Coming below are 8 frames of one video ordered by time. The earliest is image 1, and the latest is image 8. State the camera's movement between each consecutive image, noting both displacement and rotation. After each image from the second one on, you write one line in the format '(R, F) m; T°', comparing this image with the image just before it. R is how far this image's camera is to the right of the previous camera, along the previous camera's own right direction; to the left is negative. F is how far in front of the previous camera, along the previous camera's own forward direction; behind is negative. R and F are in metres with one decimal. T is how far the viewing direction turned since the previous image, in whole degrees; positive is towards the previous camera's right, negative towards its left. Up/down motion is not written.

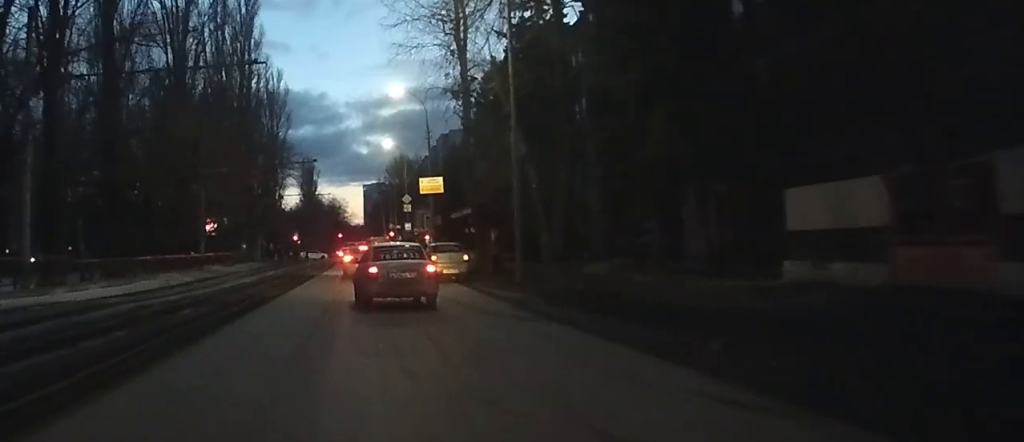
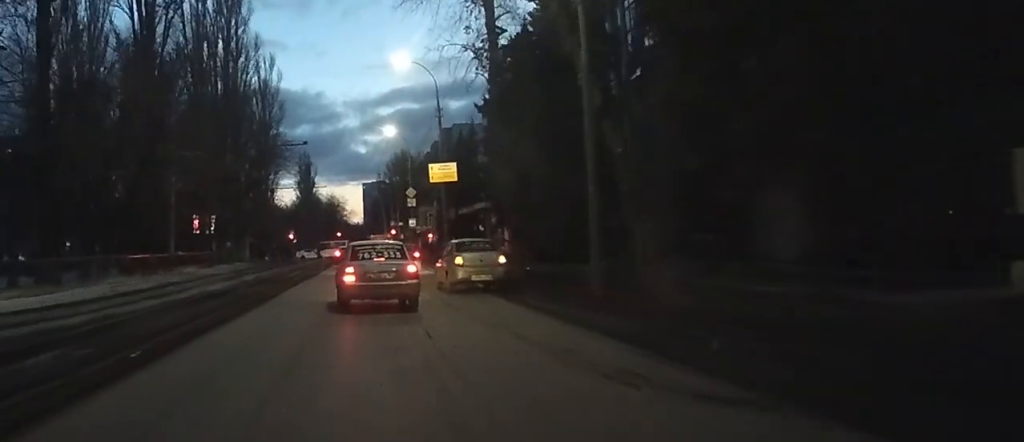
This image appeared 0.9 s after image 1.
(+0.1, +9.0) m; 0°
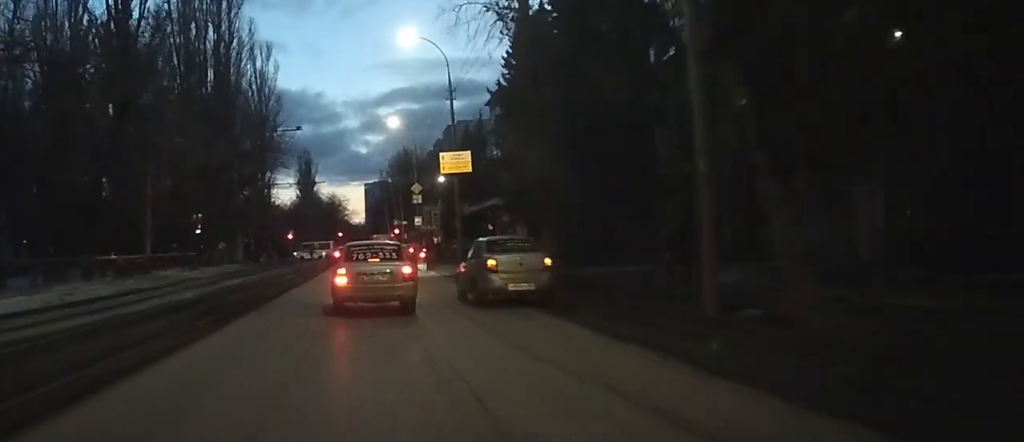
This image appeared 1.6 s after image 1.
(0.0, +6.0) m; -1°
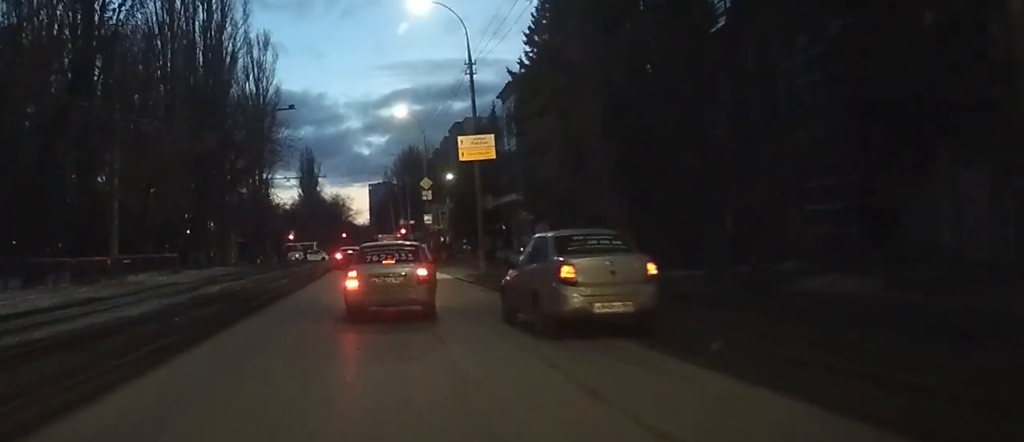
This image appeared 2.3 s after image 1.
(-0.1, +6.9) m; 0°
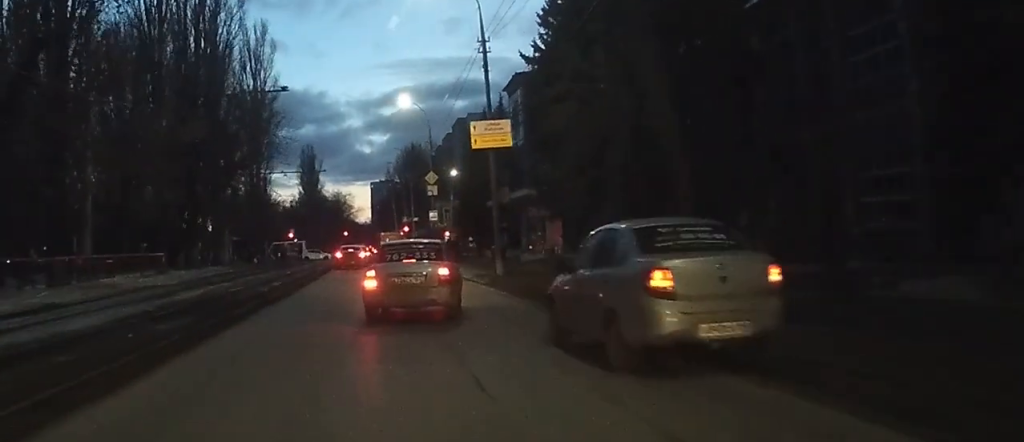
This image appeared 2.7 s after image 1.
(0.0, +3.9) m; +1°
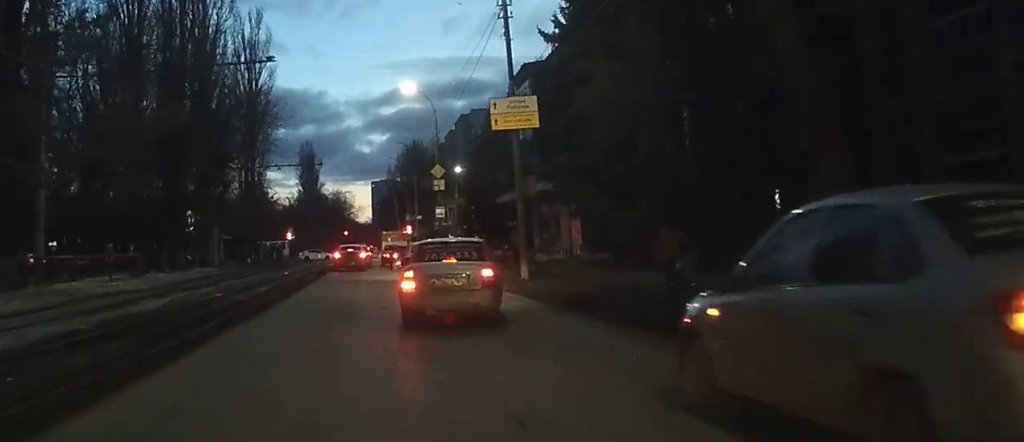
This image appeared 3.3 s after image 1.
(0.0, +5.3) m; +1°
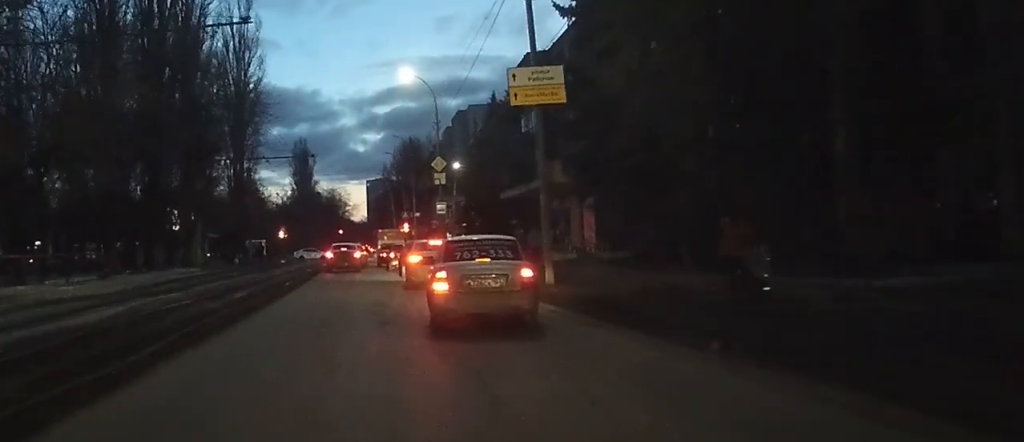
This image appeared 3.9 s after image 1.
(+0.1, +4.7) m; +1°
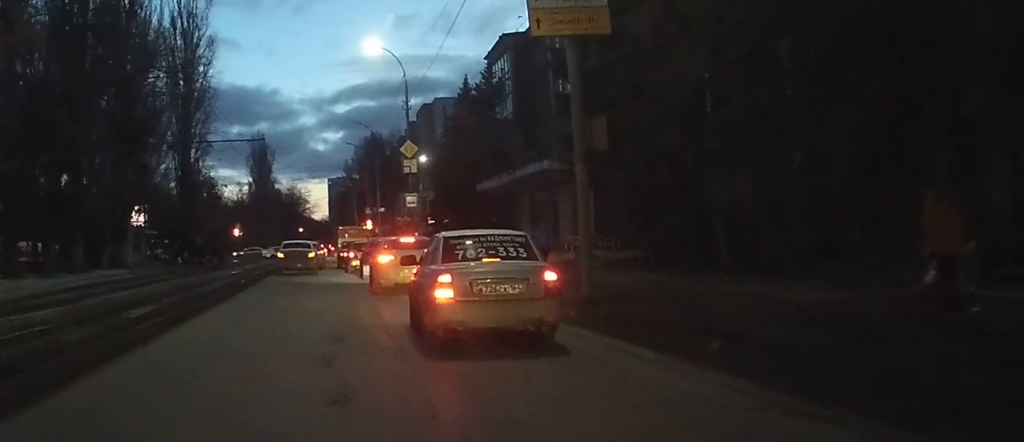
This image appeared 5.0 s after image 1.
(+0.2, +8.2) m; +3°
